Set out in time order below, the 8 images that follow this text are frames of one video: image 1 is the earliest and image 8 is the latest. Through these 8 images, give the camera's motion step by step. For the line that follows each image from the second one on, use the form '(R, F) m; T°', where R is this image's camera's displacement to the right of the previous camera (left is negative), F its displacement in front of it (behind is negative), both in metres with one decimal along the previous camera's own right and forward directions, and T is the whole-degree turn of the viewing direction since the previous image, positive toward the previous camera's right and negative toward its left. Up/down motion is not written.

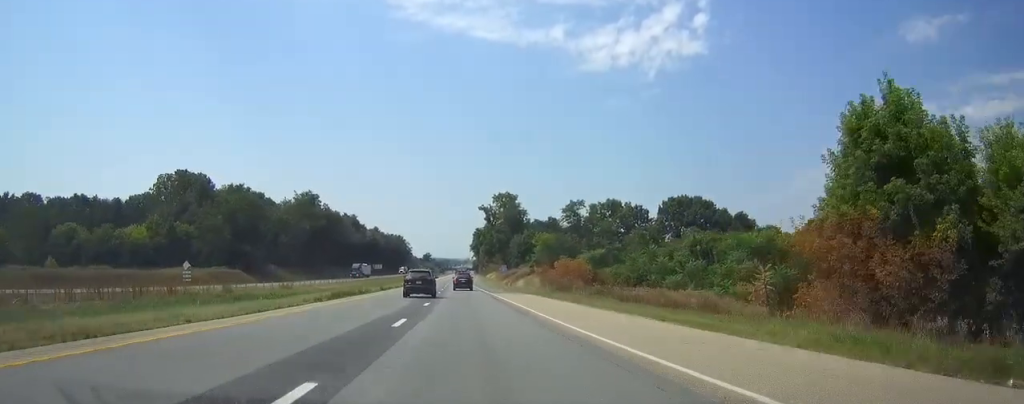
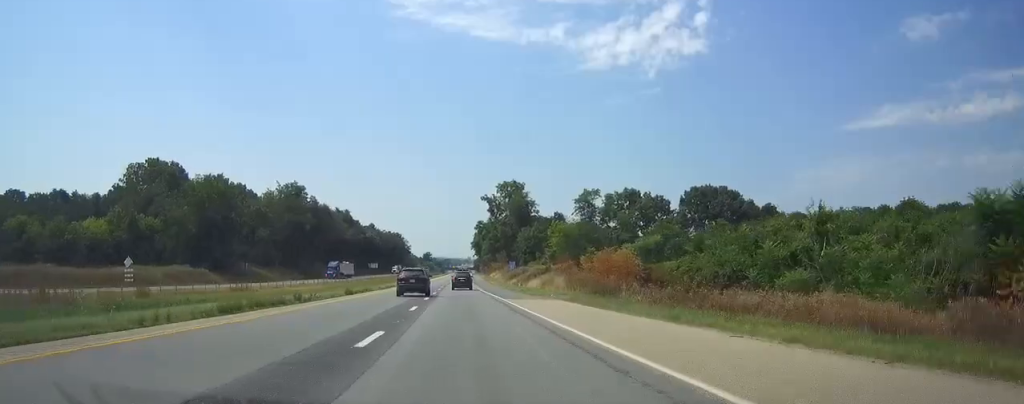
(0.0, +17.5) m; 0°
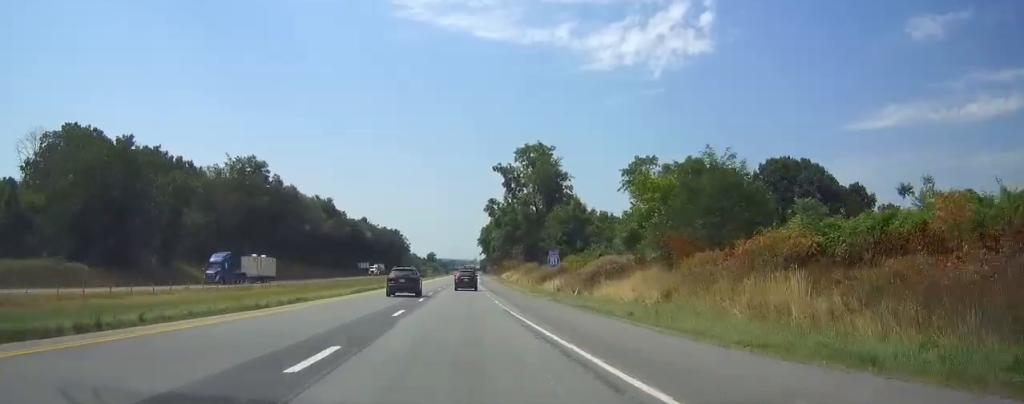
(-0.1, +39.3) m; 0°
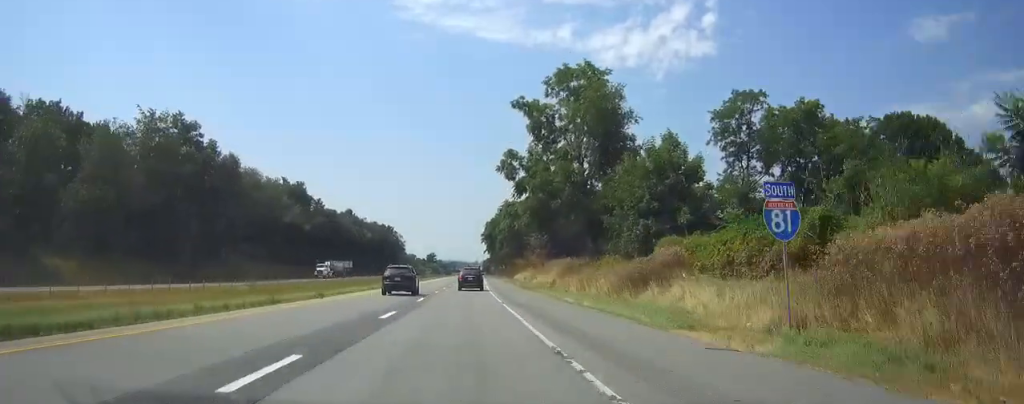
(-0.1, +38.0) m; 0°
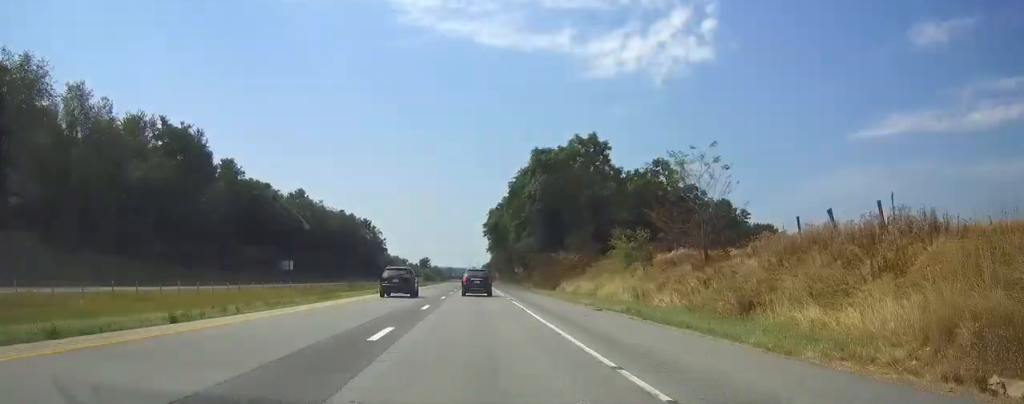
(-0.2, +66.9) m; 0°
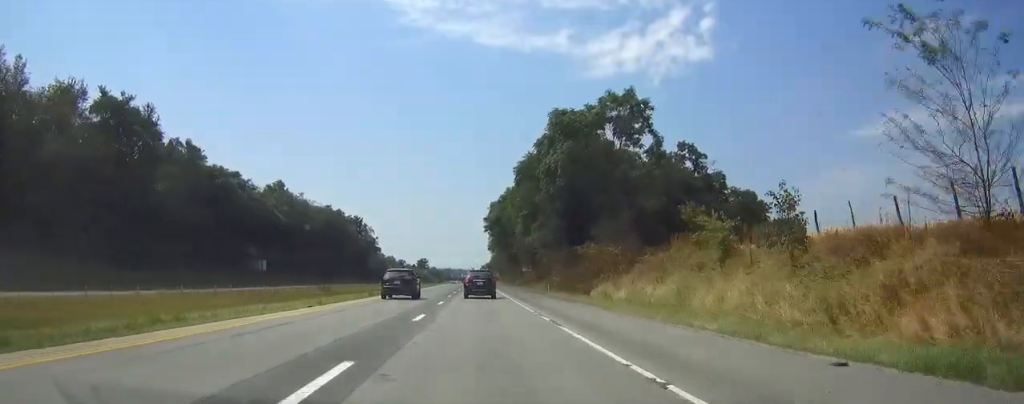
(0.0, +18.3) m; 0°
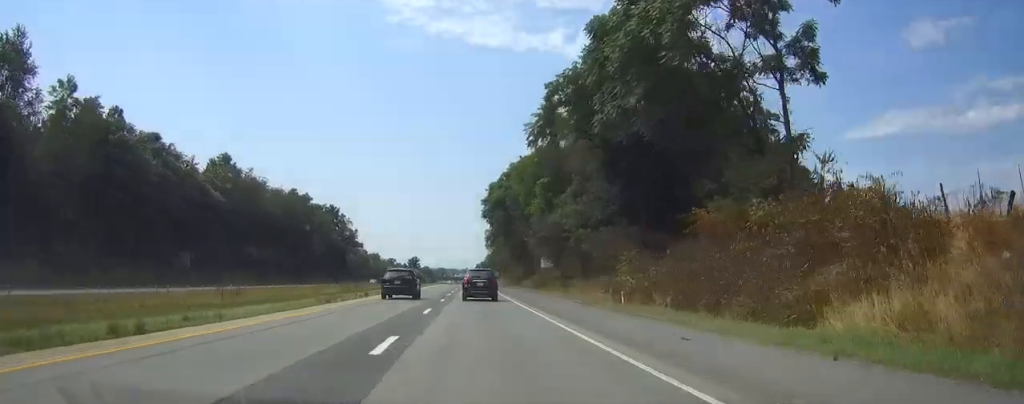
(+0.2, +32.3) m; 0°
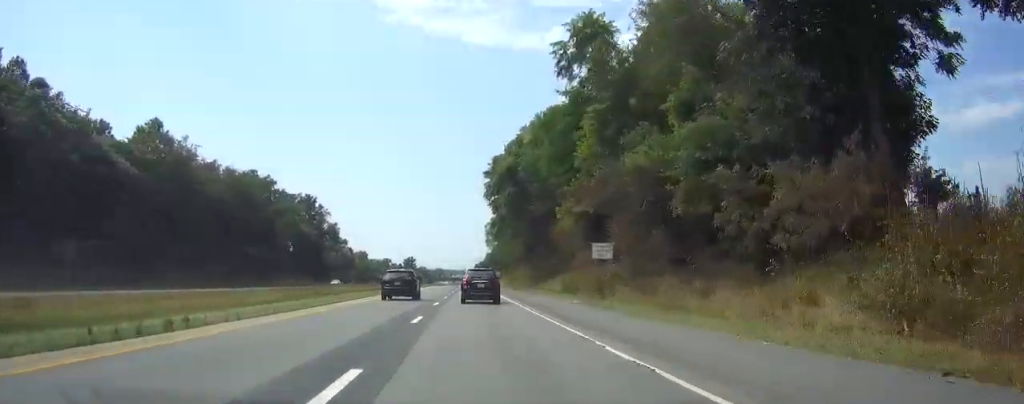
(0.0, +29.1) m; 0°
